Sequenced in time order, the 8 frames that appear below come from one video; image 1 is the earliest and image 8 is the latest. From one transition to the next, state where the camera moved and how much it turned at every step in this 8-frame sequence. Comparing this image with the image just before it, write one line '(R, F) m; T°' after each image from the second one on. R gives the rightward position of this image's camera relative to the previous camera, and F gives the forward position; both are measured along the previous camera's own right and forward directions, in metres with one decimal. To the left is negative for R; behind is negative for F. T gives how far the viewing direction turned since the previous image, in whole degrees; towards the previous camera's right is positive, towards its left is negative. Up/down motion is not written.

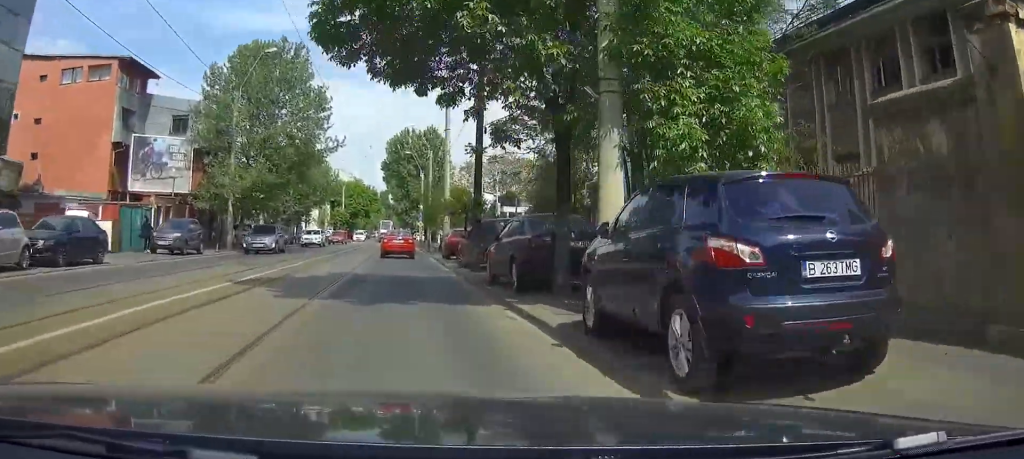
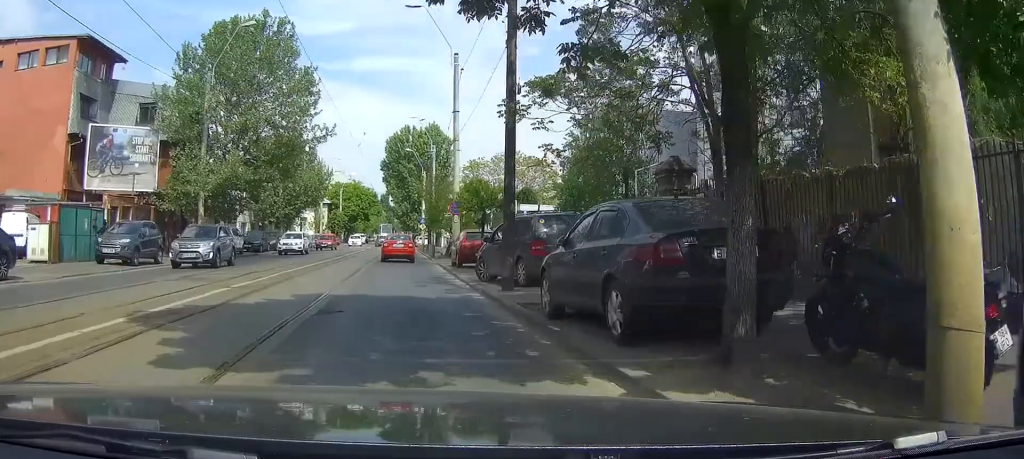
(0.0, +6.3) m; 0°
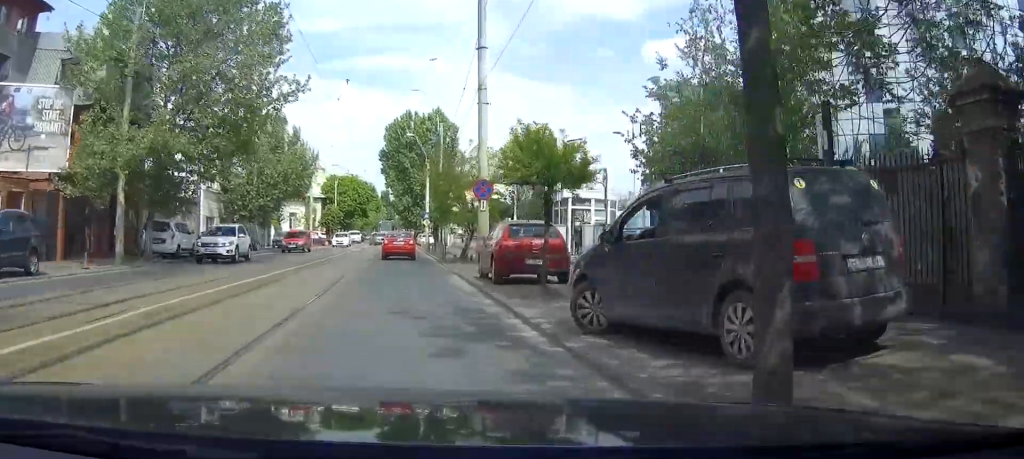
(-0.1, +10.5) m; -1°
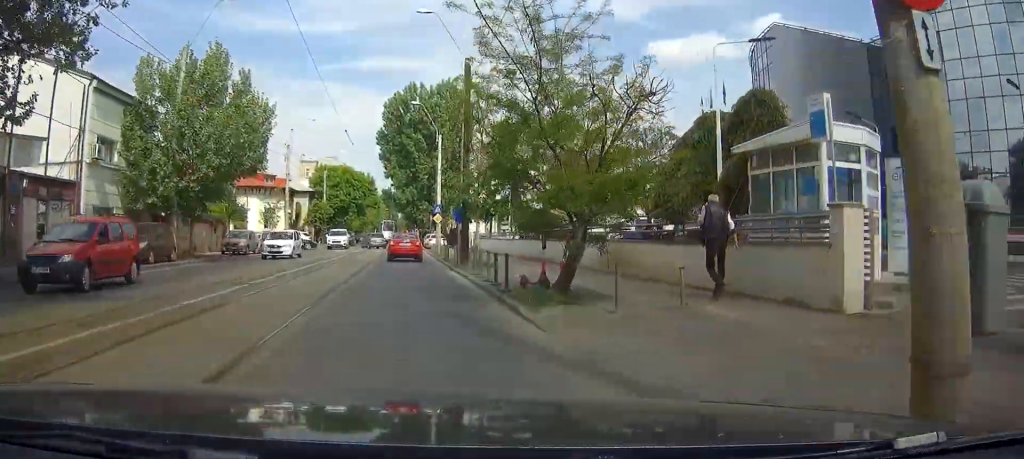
(-0.3, +18.3) m; -1°
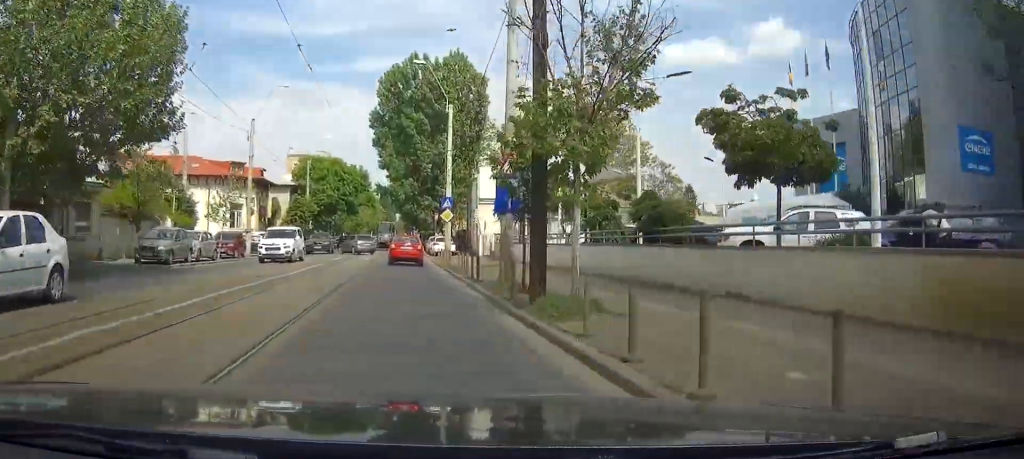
(+0.1, +14.7) m; +1°
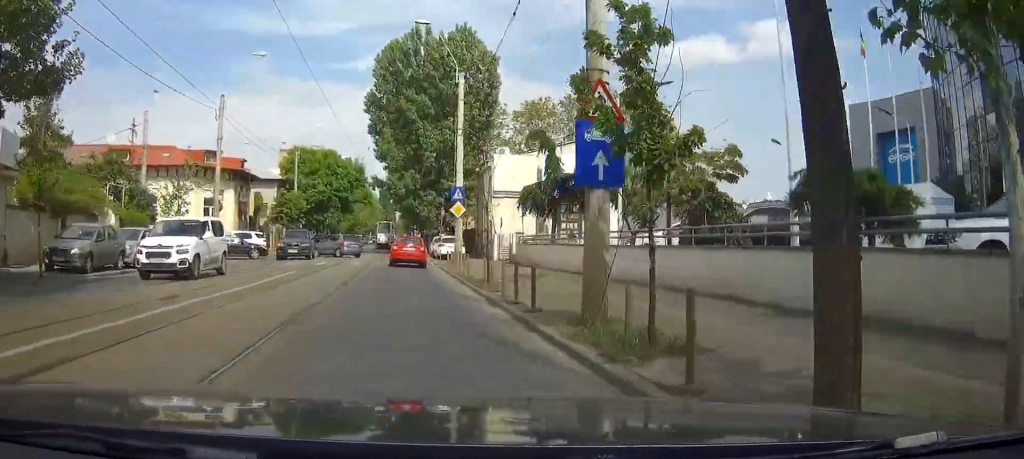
(0.0, +8.4) m; 0°
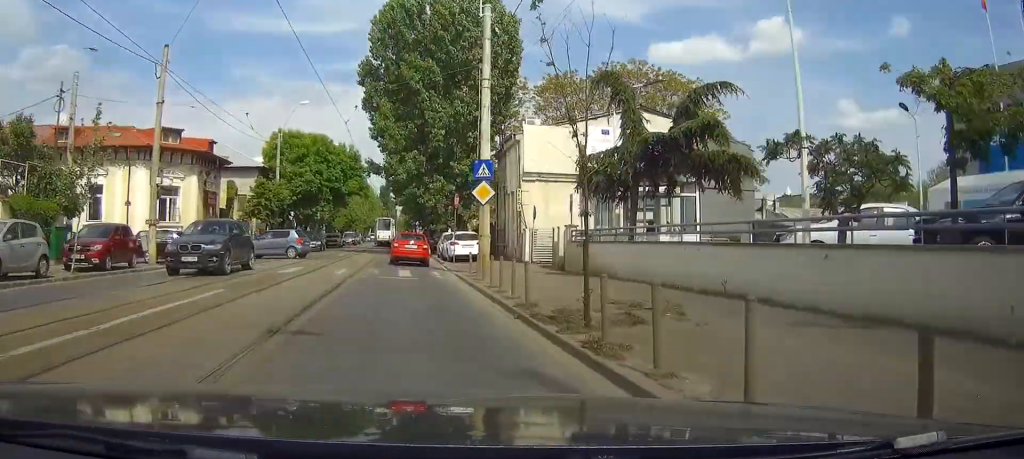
(0.0, +10.3) m; 0°
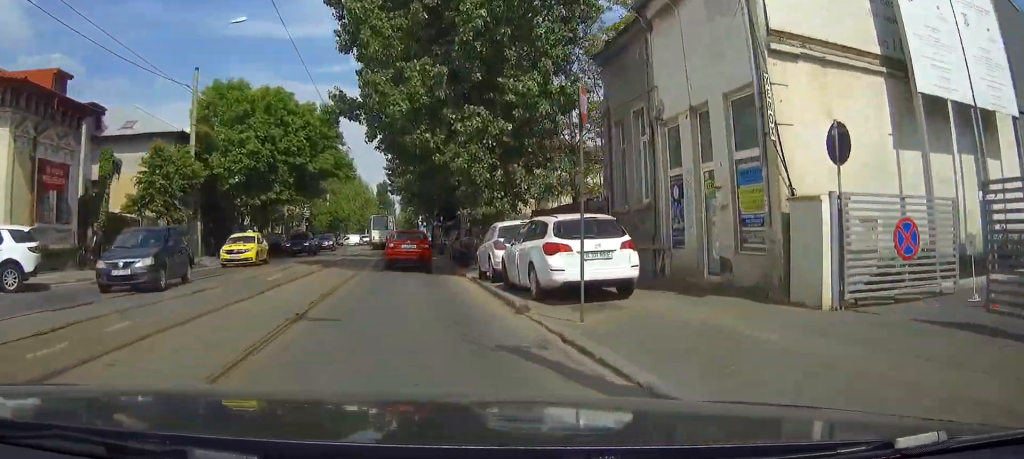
(+0.1, +22.2) m; -1°
